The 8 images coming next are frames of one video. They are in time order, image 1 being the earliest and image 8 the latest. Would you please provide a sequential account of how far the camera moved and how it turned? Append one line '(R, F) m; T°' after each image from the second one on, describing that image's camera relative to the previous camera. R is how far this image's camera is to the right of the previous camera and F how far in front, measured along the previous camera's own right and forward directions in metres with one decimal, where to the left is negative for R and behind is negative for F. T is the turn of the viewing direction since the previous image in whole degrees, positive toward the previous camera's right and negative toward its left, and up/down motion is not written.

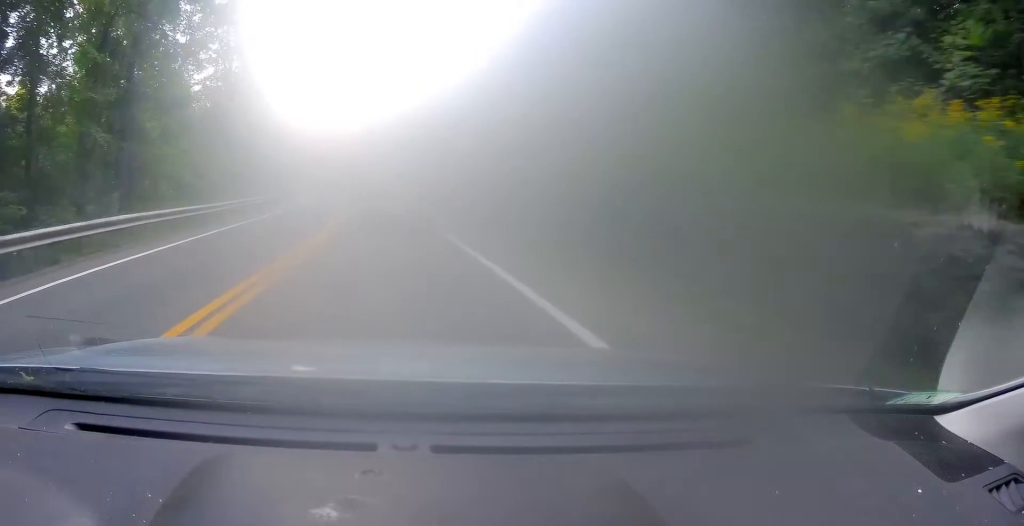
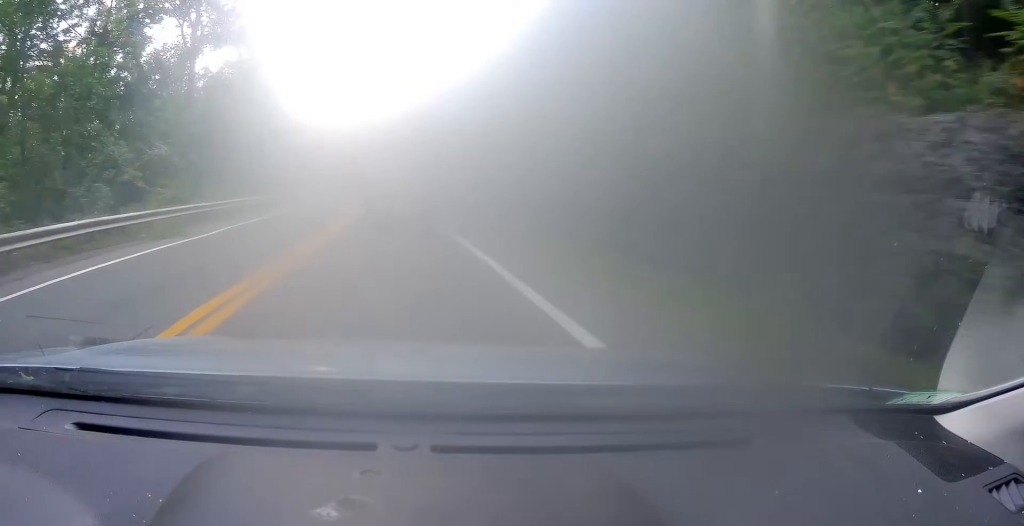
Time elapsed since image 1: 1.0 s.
(-1.0, +19.8) m; -4°
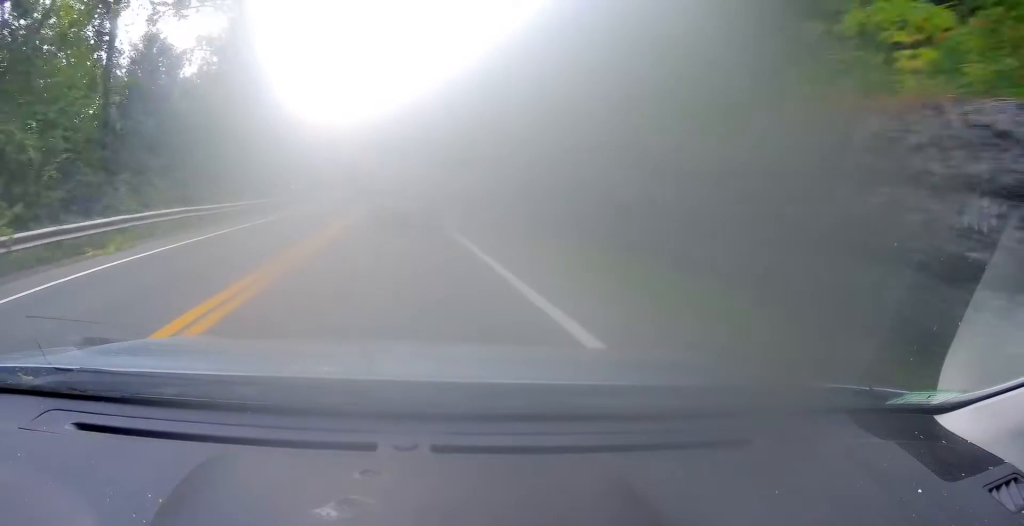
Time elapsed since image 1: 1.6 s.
(-0.3, +13.3) m; -2°
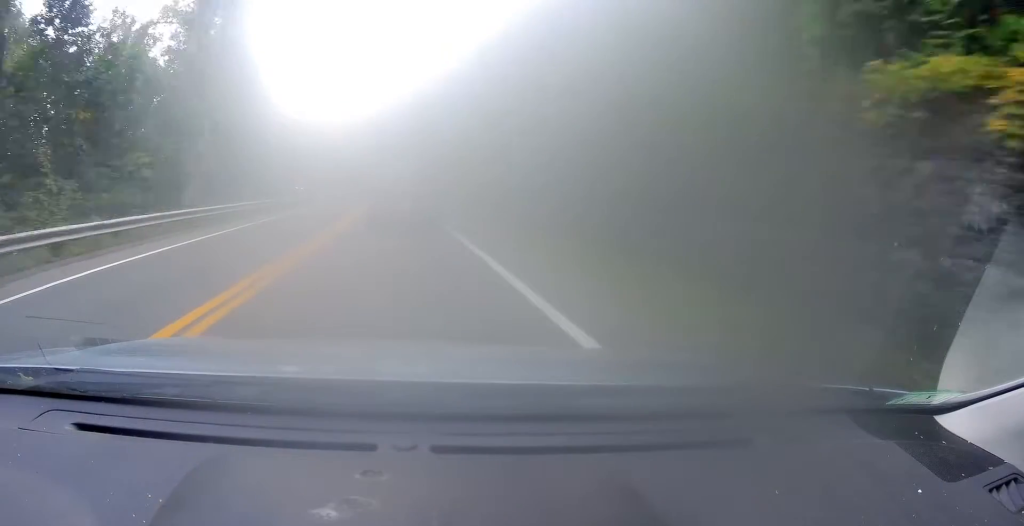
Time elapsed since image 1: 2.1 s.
(0.0, +9.8) m; -1°
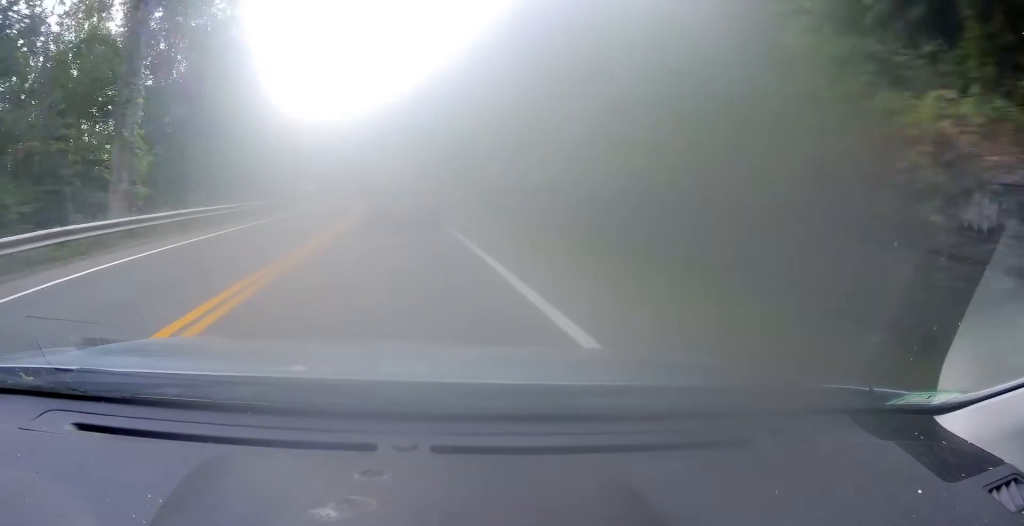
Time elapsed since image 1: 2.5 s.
(-0.2, +9.9) m; -1°
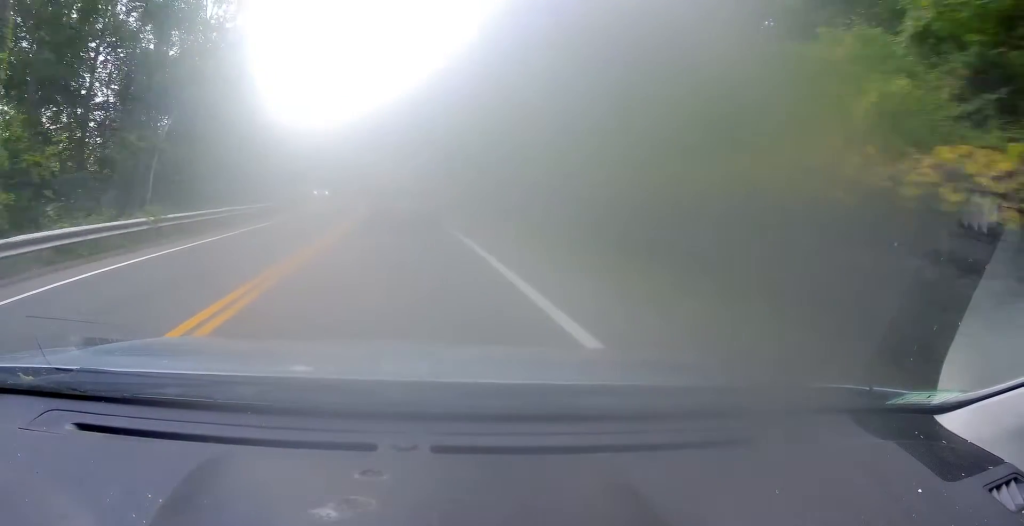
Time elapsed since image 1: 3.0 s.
(0.0, +10.6) m; -1°
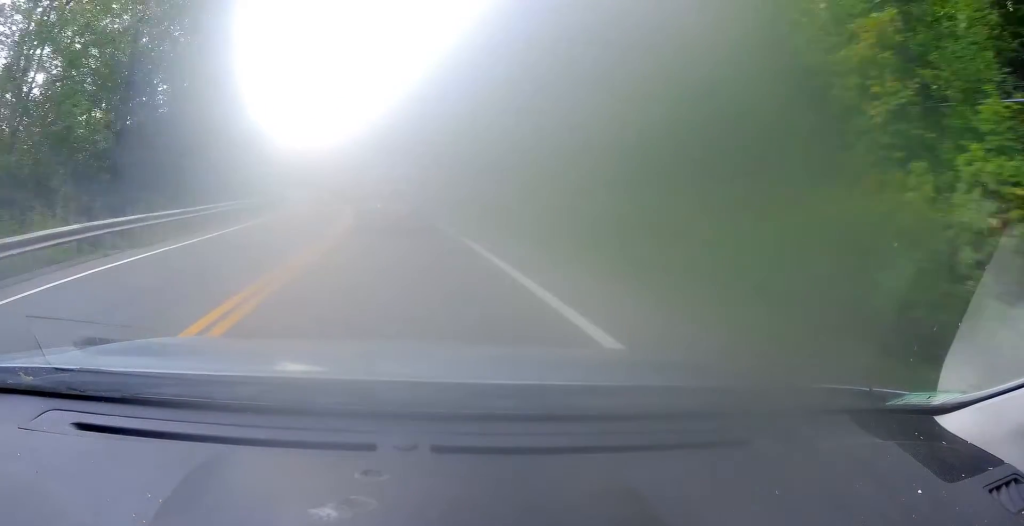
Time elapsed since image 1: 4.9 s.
(-1.3, +40.5) m; -6°
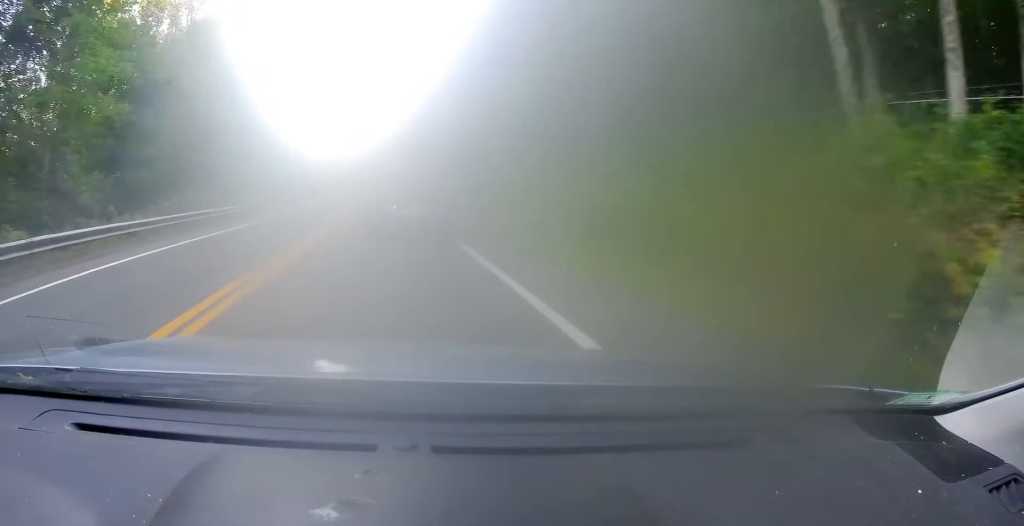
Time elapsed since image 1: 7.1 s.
(-4.9, +46.4) m; -11°
